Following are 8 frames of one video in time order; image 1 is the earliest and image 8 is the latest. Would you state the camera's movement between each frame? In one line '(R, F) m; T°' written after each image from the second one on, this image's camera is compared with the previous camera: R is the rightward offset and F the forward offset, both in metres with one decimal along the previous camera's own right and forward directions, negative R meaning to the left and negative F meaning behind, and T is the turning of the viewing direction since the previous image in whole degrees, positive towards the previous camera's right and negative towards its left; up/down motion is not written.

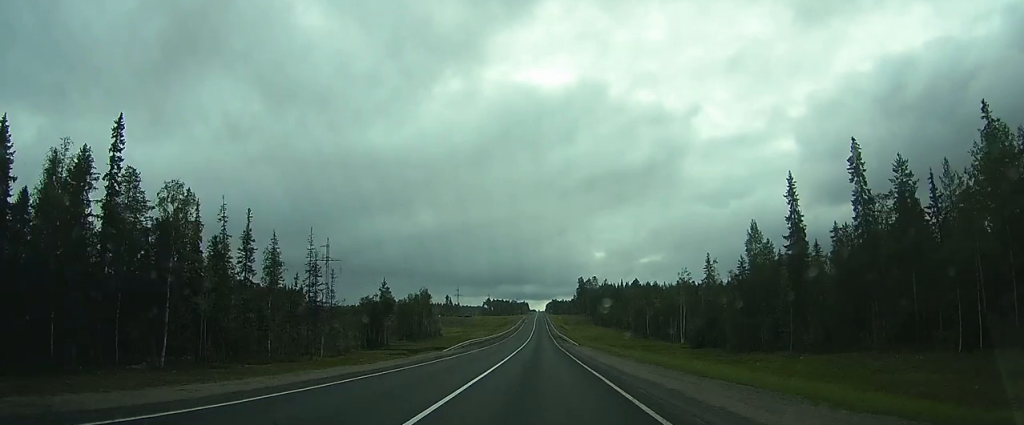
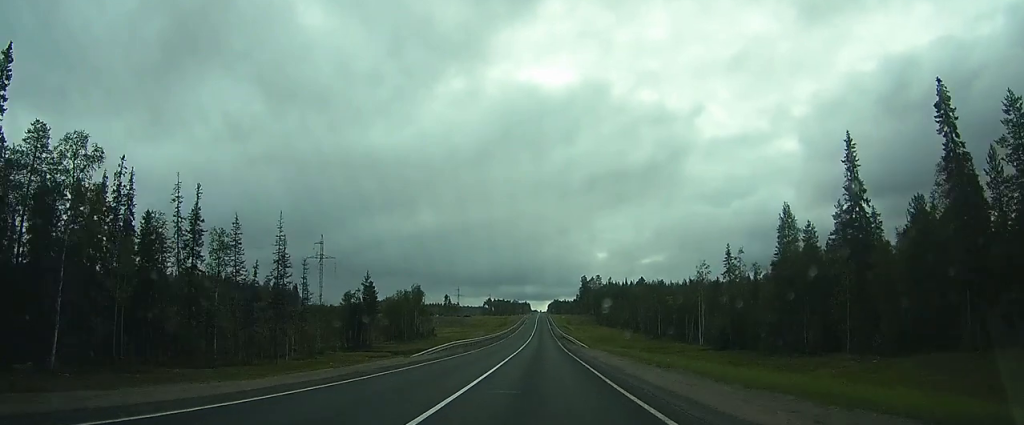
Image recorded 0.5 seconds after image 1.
(-0.1, +11.0) m; 0°
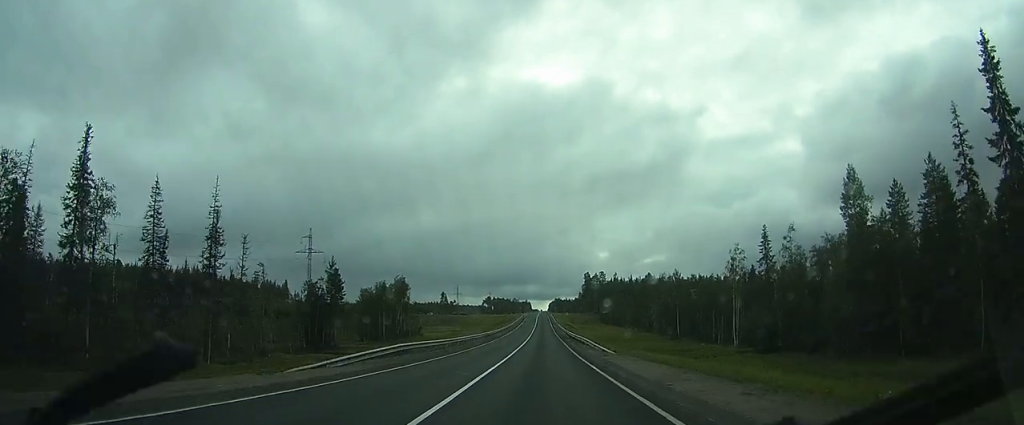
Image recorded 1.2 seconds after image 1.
(+0.2, +16.3) m; -1°
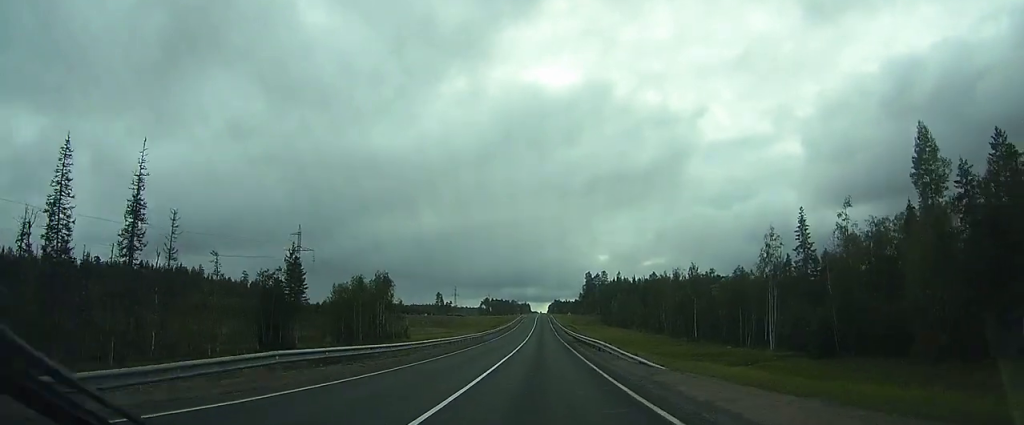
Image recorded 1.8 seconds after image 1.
(-0.1, +12.6) m; -1°
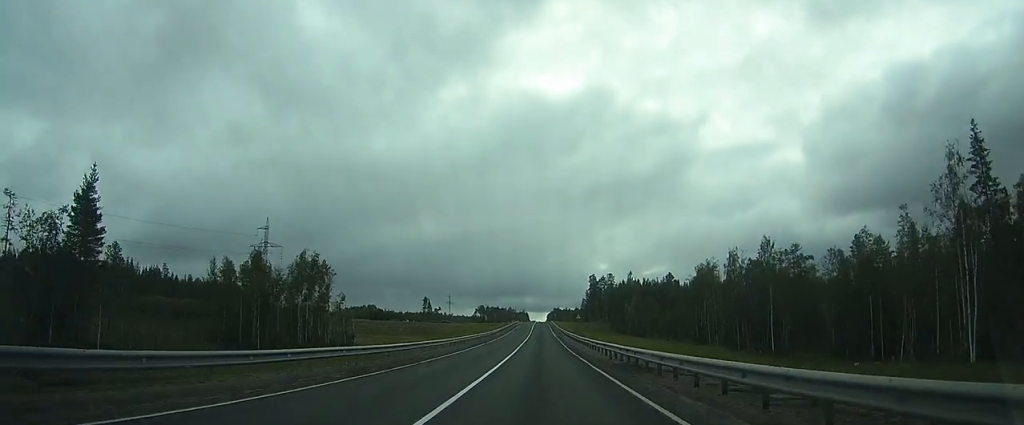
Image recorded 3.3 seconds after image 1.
(-0.8, +32.9) m; 0°
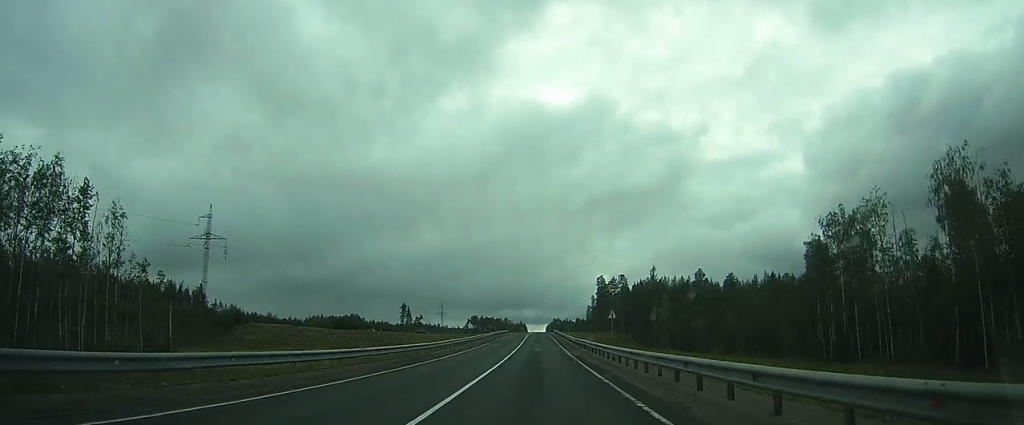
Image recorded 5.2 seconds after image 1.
(+0.6, +44.6) m; +1°
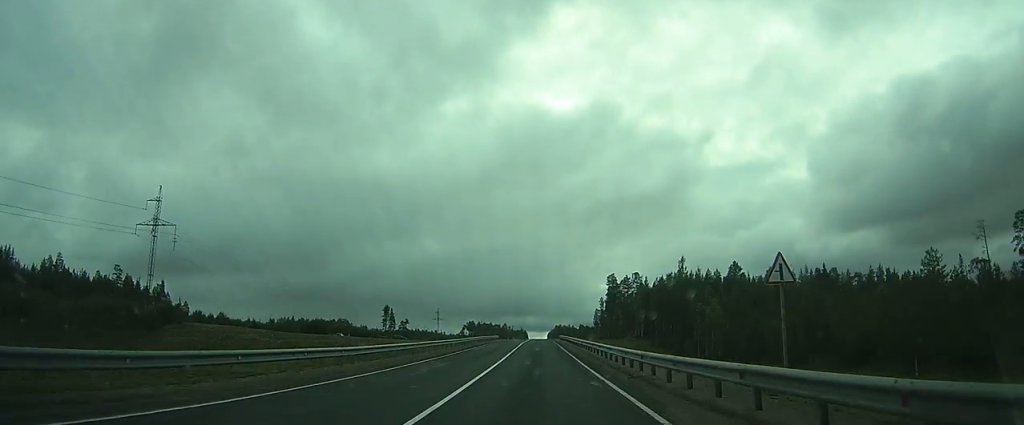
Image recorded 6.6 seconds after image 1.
(0.0, +32.0) m; 0°
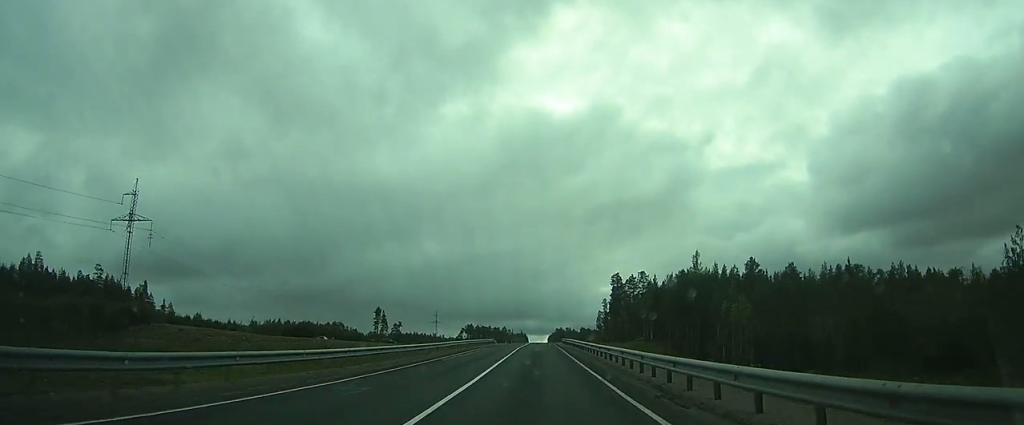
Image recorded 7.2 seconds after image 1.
(0.0, +12.3) m; 0°
